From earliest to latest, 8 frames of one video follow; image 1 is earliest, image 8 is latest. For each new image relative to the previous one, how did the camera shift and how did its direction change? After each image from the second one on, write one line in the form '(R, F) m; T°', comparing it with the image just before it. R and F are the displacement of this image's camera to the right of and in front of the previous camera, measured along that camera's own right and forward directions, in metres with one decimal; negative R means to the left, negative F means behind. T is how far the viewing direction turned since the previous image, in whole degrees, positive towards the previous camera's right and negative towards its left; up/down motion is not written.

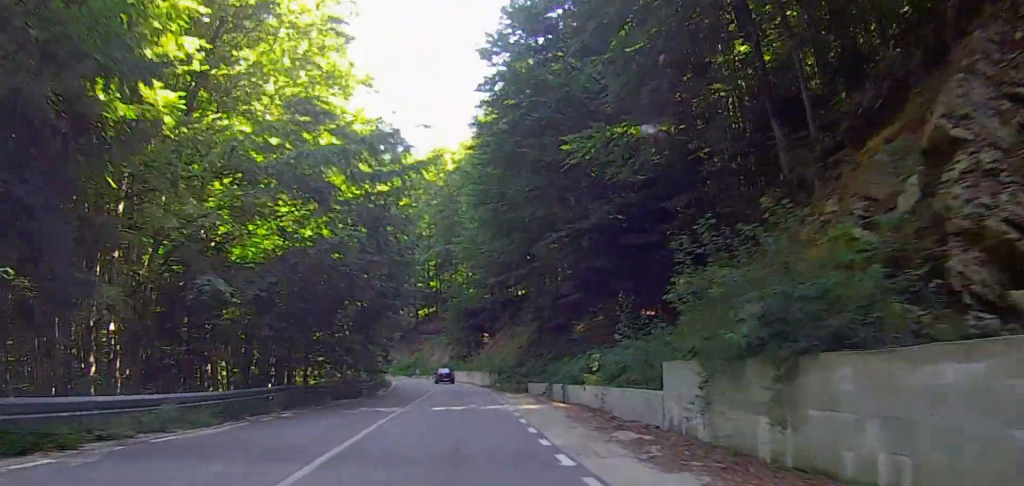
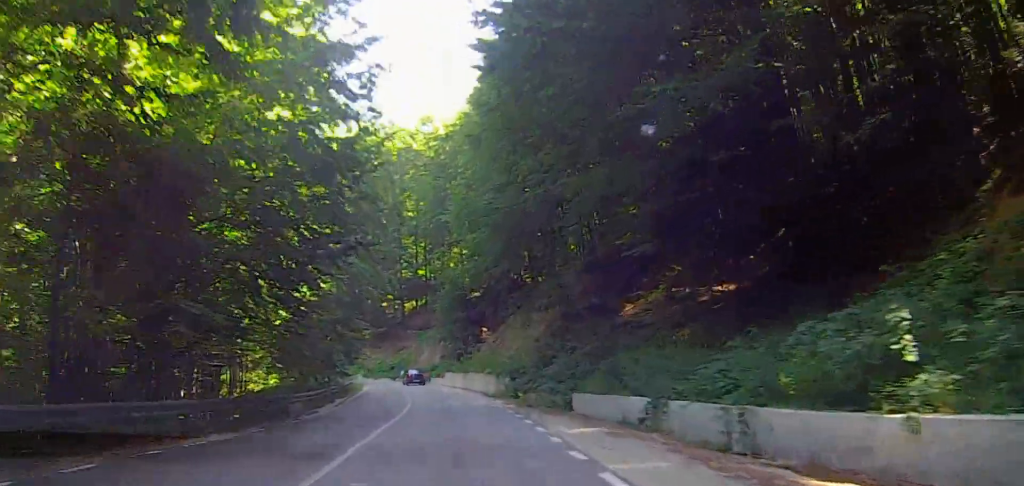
(+0.6, +16.5) m; +2°
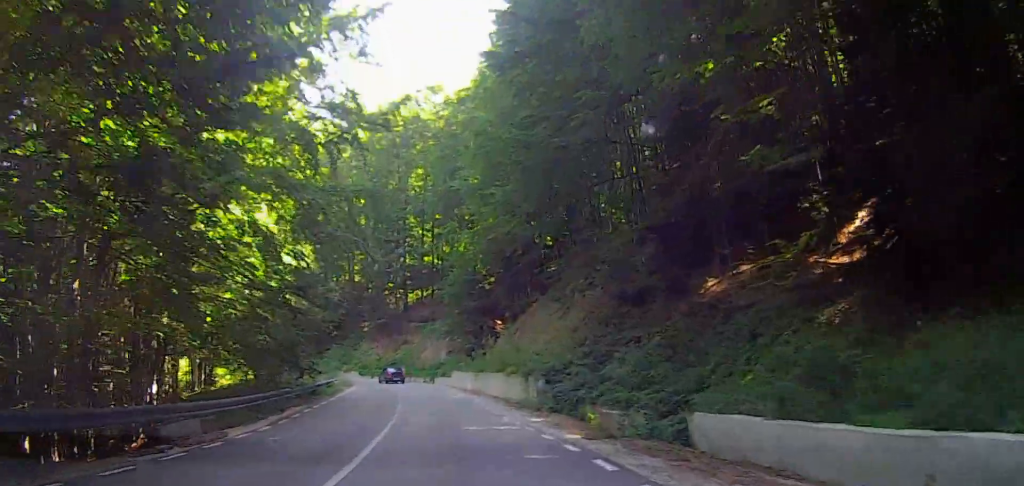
(-0.2, +11.2) m; -1°
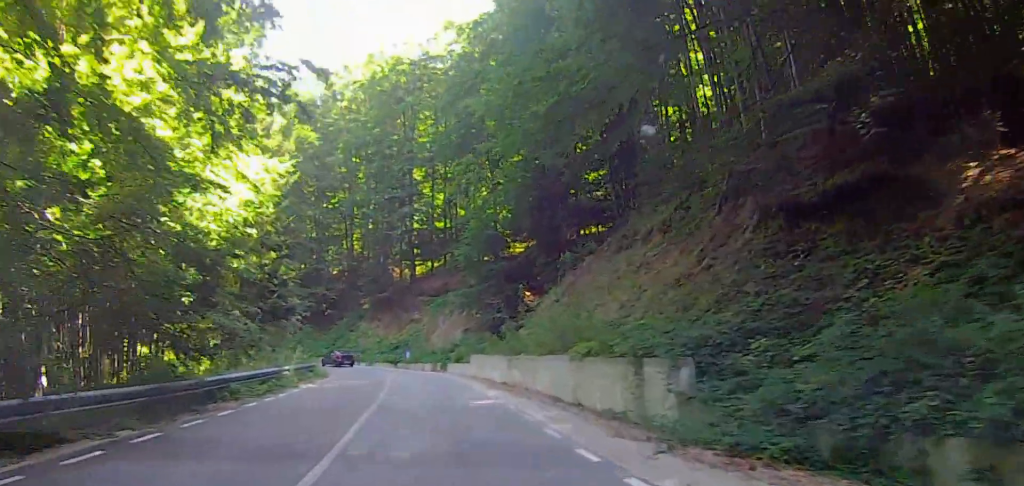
(-0.1, +14.6) m; 0°
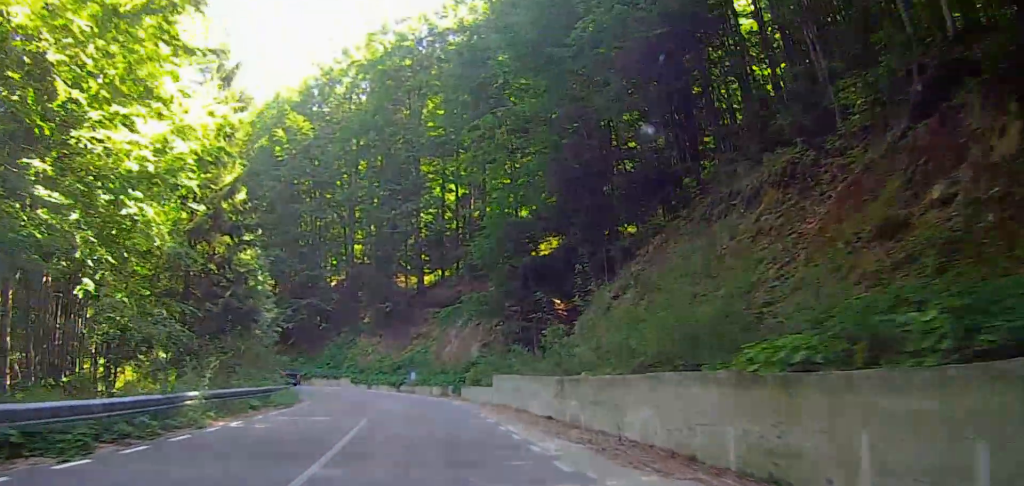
(0.0, +10.2) m; 0°
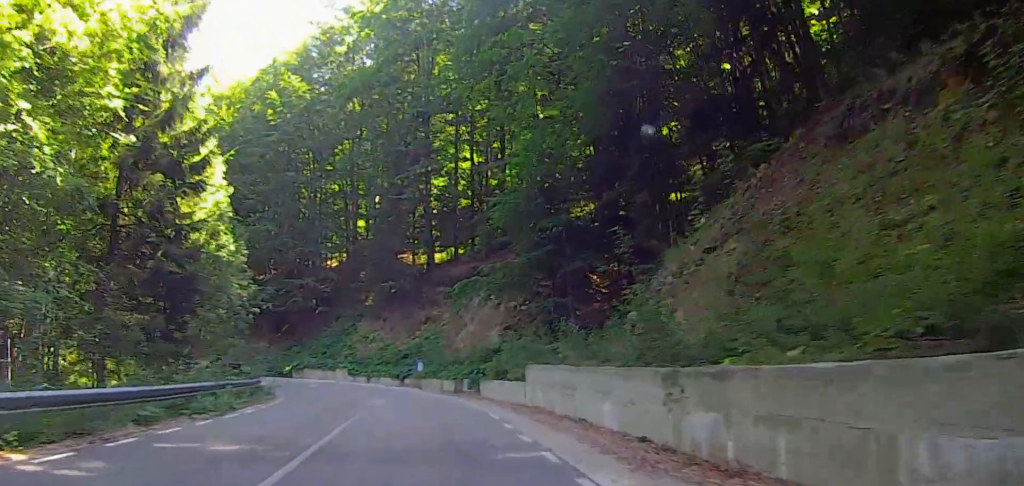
(0.0, +8.9) m; -2°
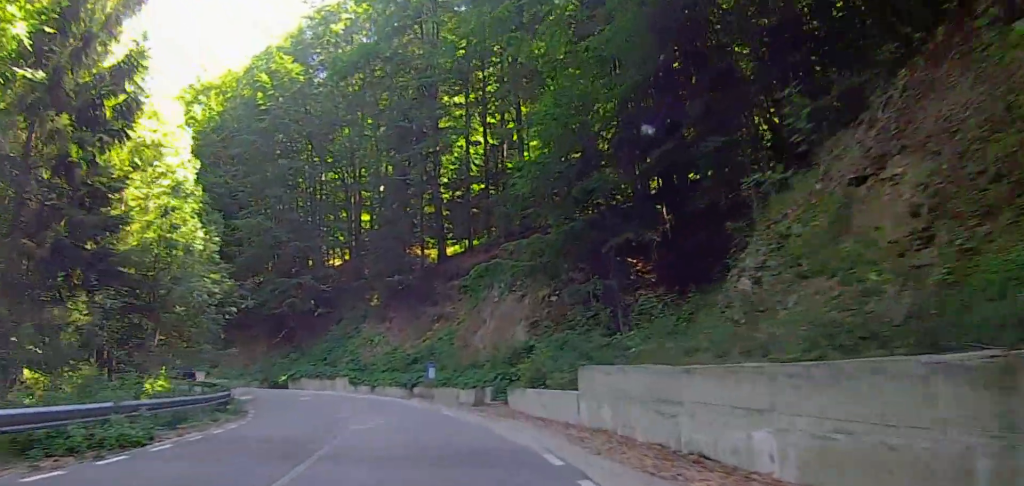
(+0.2, +6.7) m; -3°
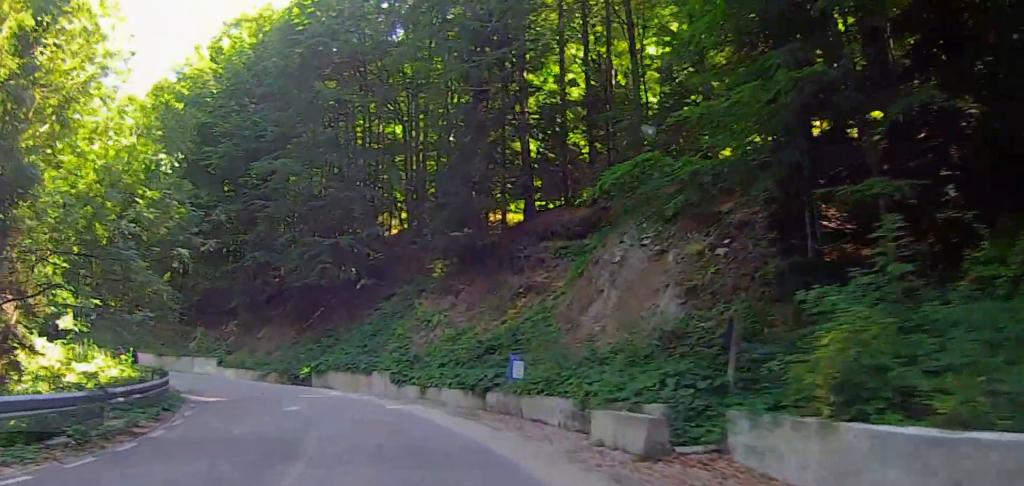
(-1.3, +14.9) m; -11°
